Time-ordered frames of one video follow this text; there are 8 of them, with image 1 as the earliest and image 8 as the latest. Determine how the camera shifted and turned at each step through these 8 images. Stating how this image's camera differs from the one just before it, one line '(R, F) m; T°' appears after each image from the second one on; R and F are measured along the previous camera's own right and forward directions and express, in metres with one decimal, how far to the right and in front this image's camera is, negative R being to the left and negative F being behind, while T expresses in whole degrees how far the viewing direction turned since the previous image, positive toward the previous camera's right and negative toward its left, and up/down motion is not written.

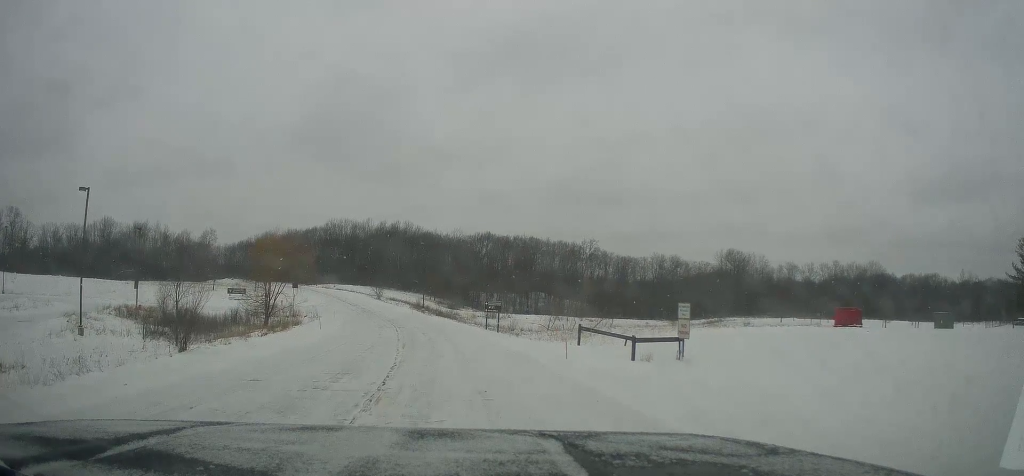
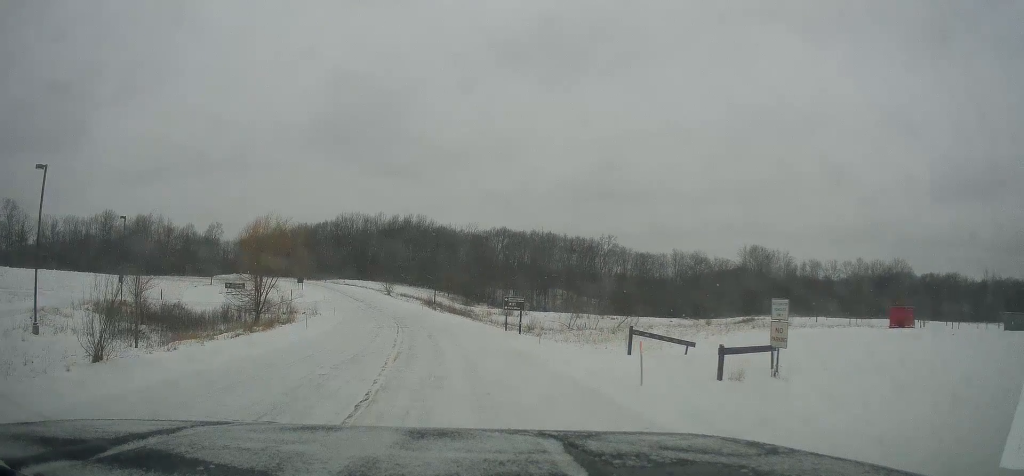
(-0.3, +6.6) m; 0°
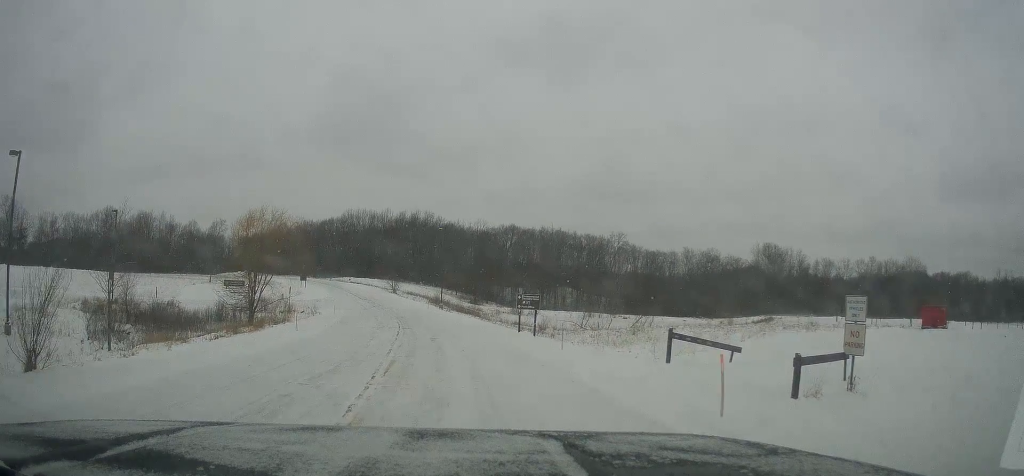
(+0.2, +3.4) m; 0°
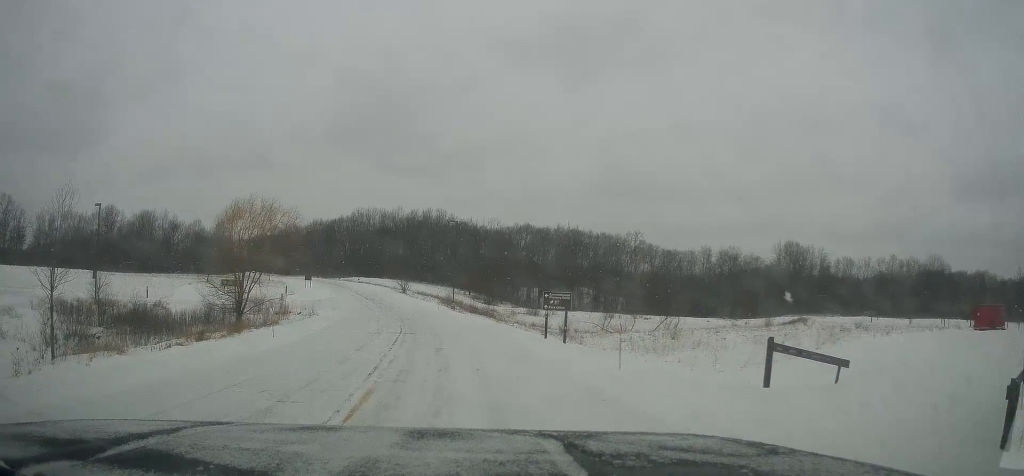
(-0.2, +5.6) m; -4°
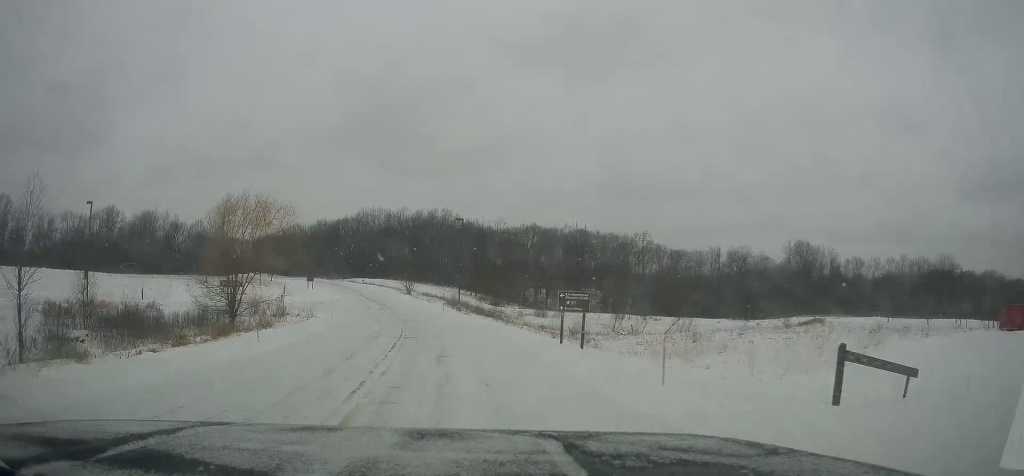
(-0.1, +2.5) m; -1°
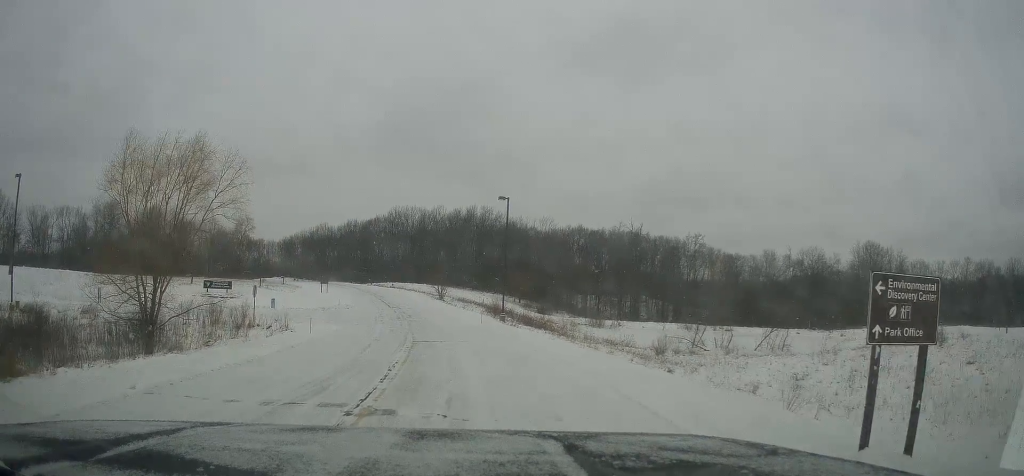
(-0.1, +16.1) m; -3°
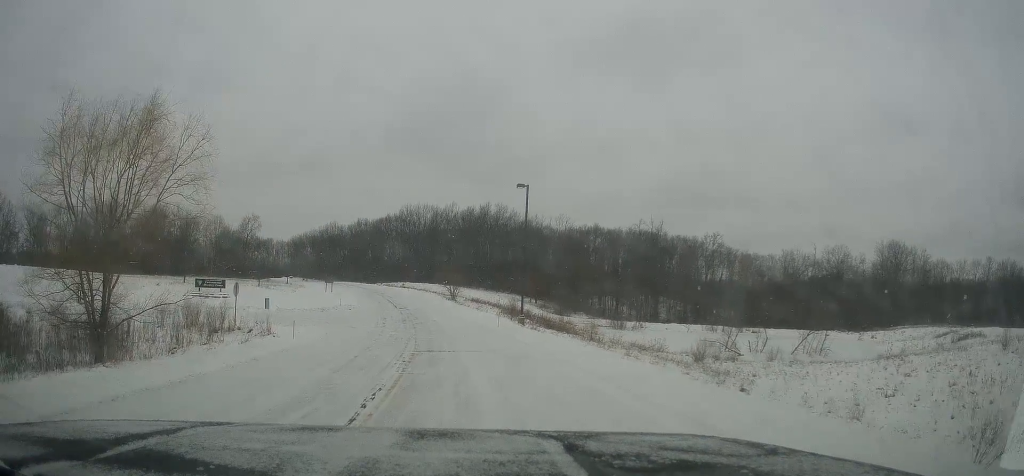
(-0.2, +5.3) m; +4°
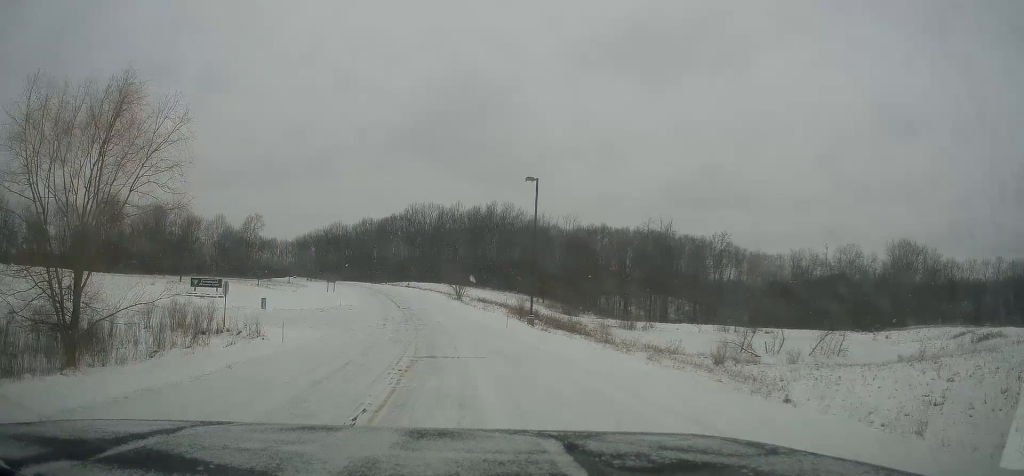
(+0.1, +2.3) m; 0°
